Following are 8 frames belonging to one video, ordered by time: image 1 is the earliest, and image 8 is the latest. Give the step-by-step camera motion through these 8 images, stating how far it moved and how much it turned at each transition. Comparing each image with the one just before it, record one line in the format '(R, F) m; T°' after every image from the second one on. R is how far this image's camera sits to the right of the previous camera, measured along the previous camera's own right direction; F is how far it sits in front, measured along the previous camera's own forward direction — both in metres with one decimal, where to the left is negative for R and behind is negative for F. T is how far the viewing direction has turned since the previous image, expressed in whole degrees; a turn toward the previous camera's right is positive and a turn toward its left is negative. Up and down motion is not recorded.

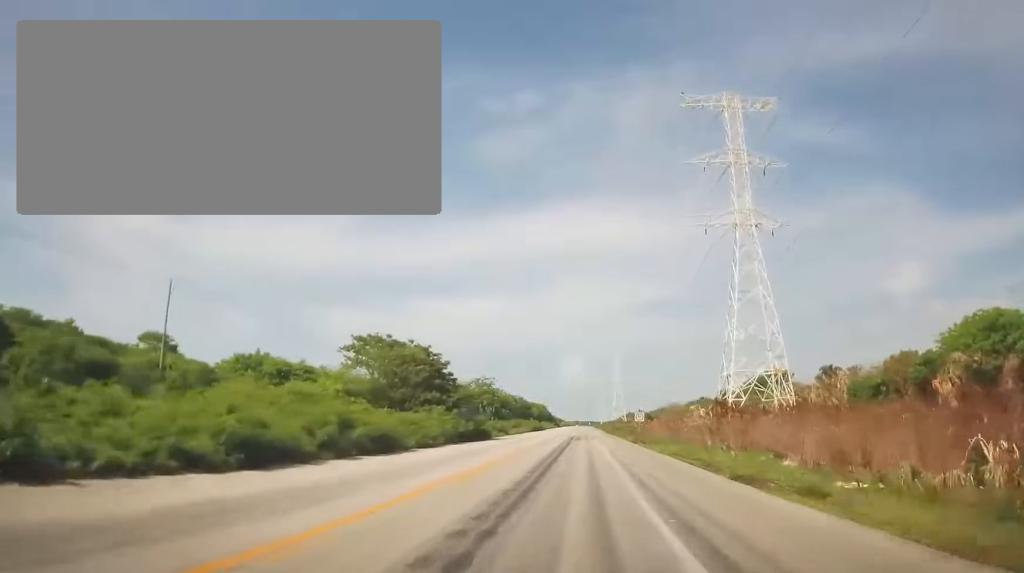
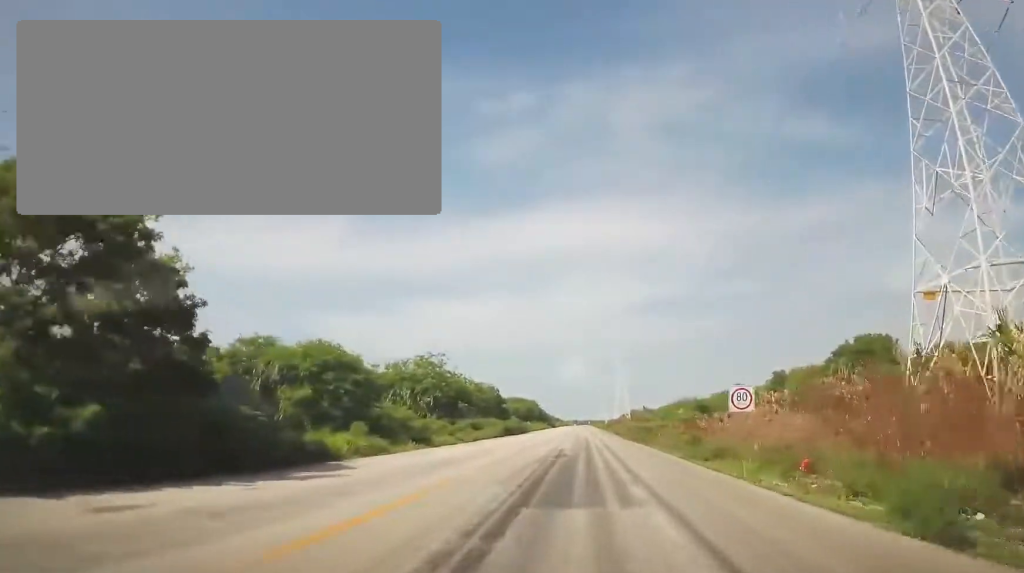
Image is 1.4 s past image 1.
(-1.0, +38.0) m; -2°
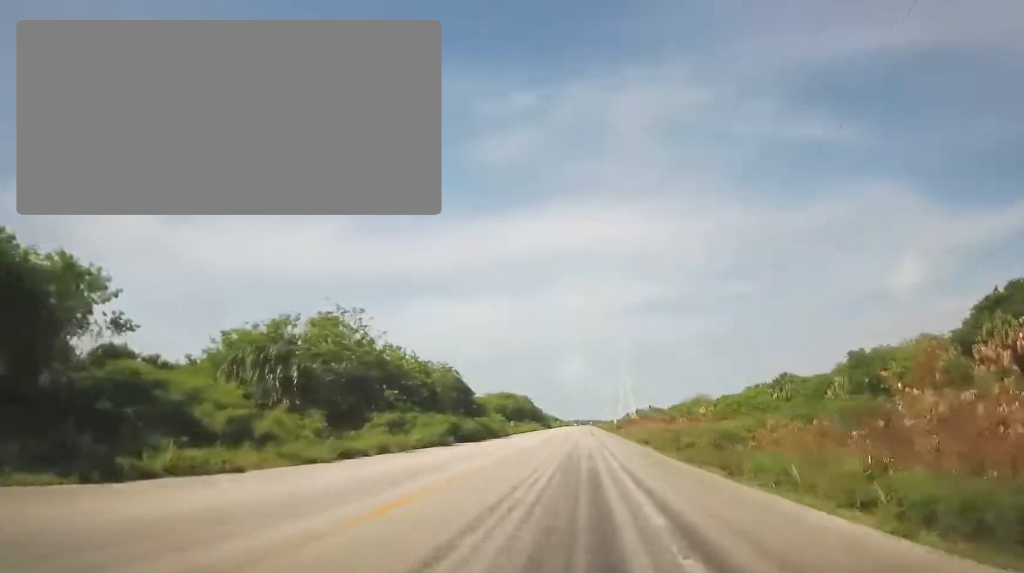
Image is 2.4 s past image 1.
(0.0, +27.3) m; +1°
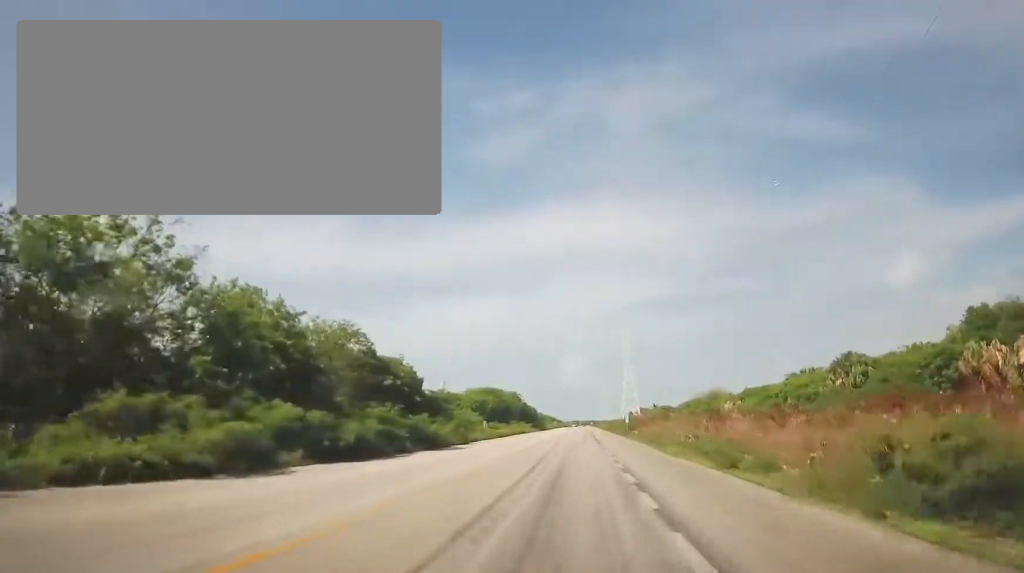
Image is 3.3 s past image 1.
(+0.6, +23.3) m; +1°
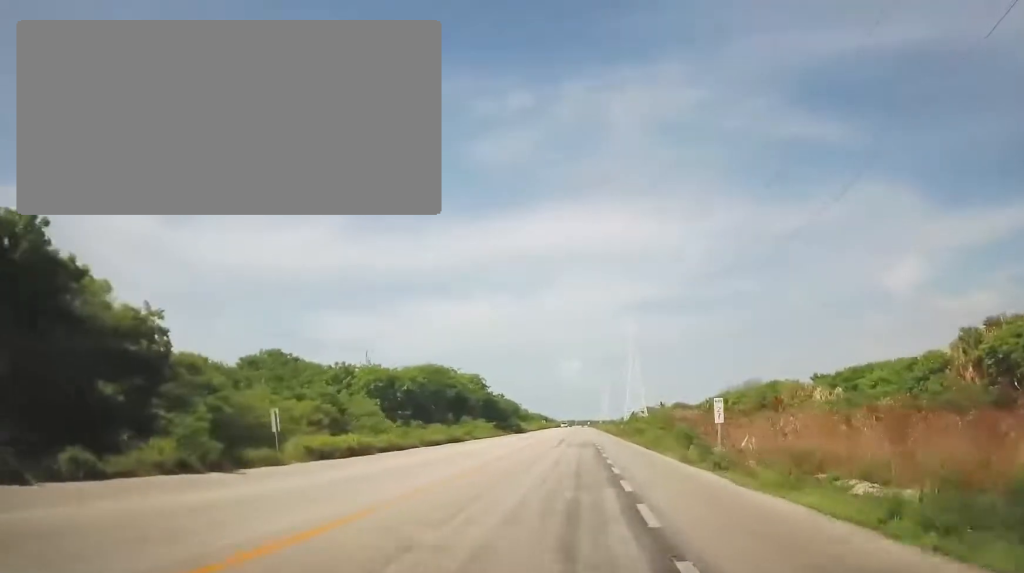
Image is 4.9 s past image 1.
(+0.3, +42.6) m; 0°
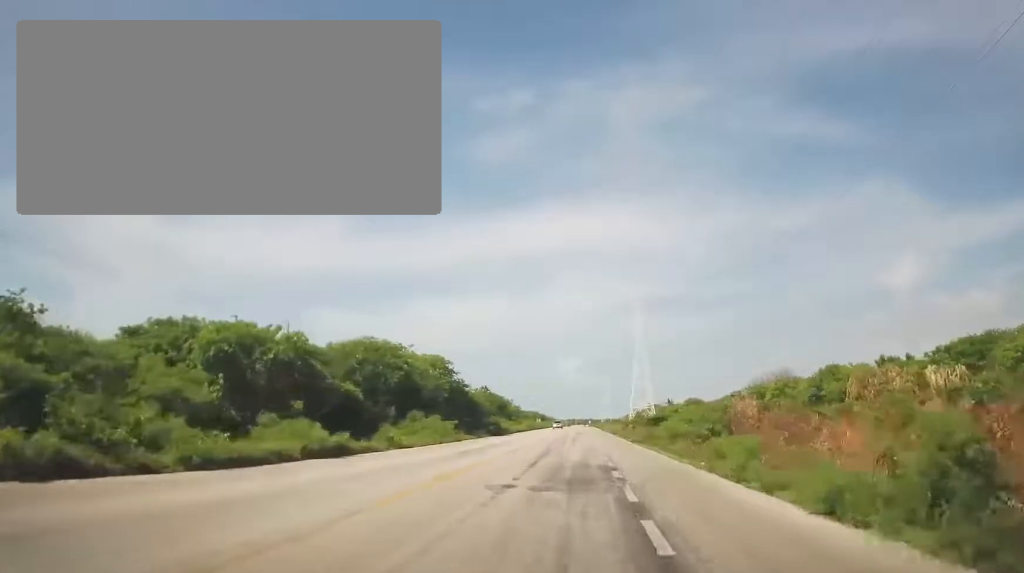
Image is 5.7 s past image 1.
(0.0, +21.9) m; -1°
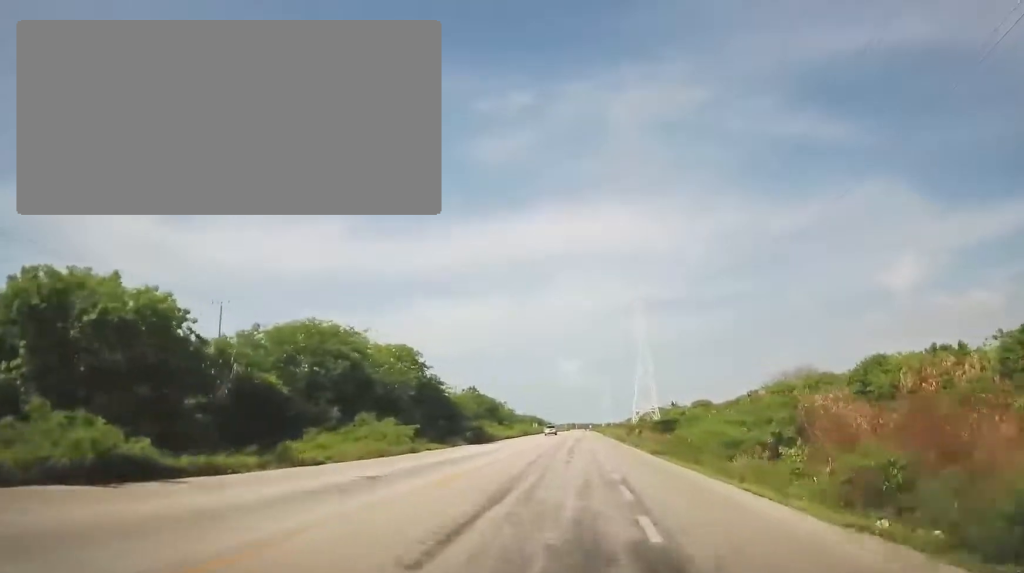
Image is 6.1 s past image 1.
(-0.1, +11.6) m; -1°
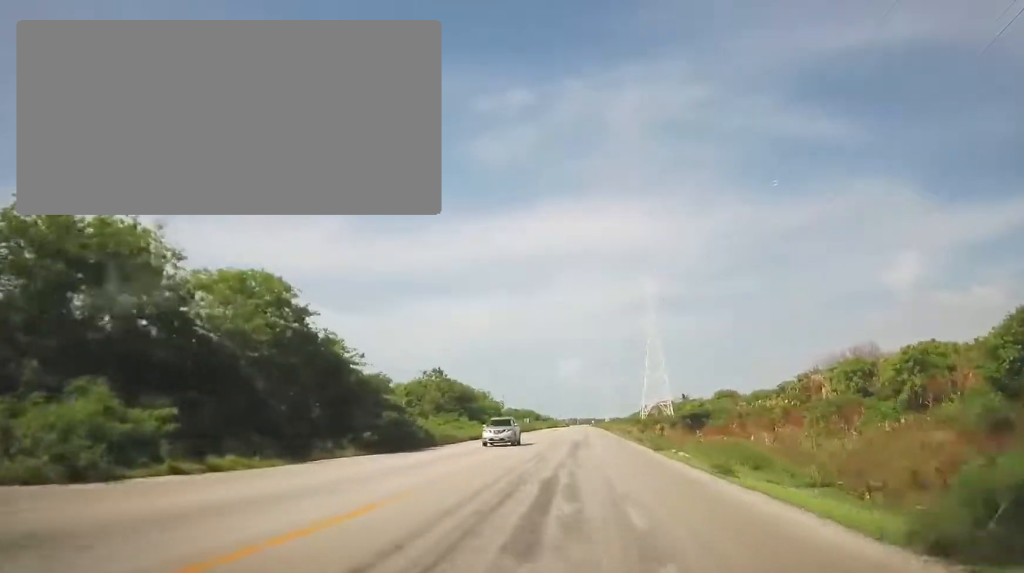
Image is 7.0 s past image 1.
(-0.3, +23.7) m; -1°
